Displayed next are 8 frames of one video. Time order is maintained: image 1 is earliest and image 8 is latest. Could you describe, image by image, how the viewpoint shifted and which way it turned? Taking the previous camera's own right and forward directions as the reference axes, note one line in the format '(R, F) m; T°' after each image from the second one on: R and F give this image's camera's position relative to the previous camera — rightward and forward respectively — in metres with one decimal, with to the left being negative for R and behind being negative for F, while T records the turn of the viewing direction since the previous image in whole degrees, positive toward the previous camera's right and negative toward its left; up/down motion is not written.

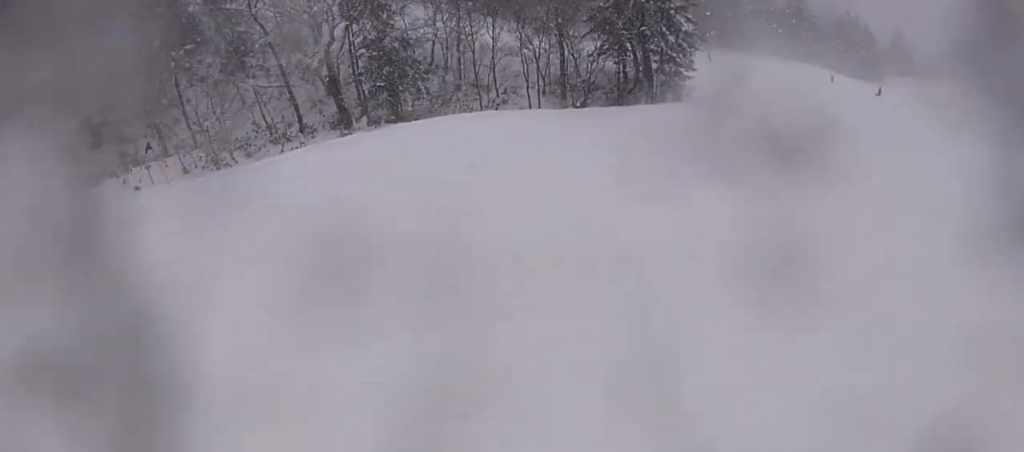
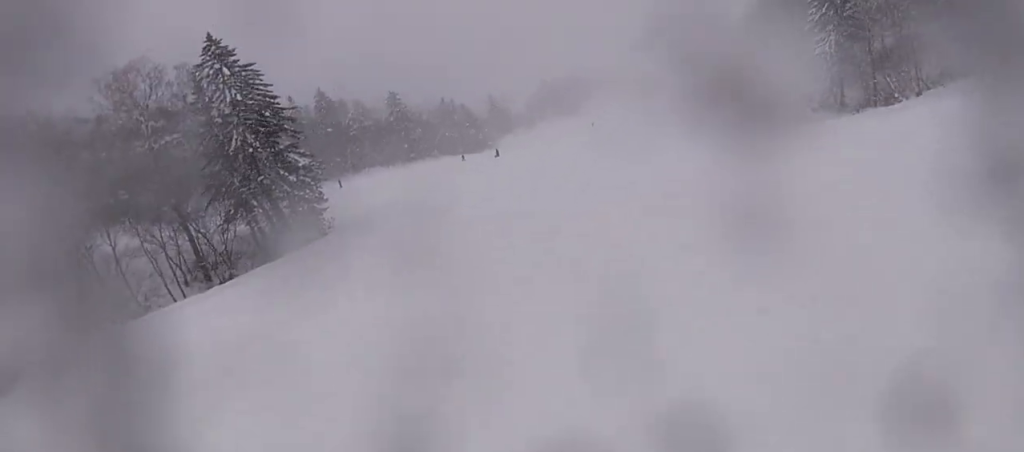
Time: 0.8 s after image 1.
(+0.9, +2.2) m; +37°
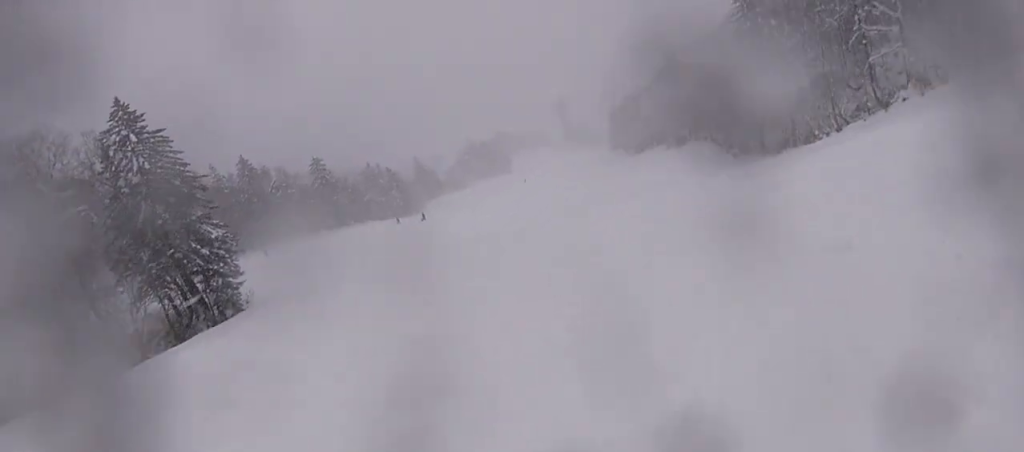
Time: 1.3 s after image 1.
(+1.1, +1.9) m; +17°
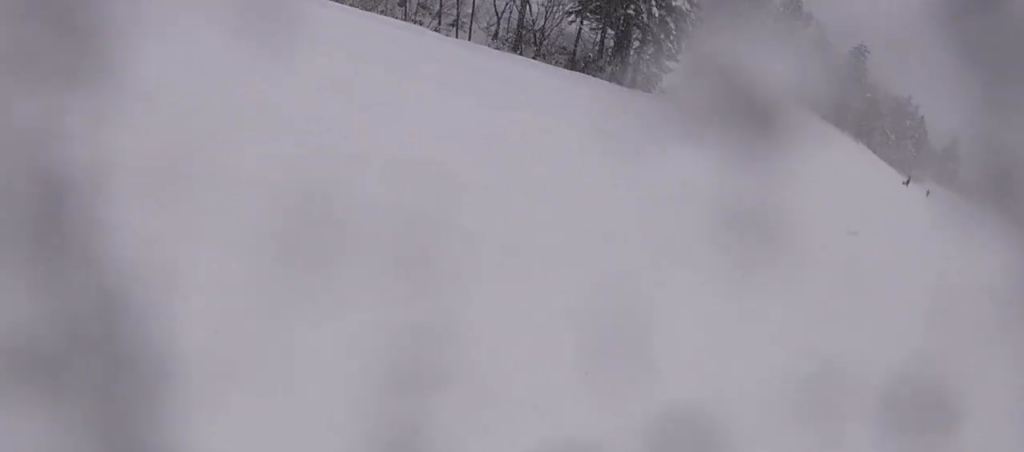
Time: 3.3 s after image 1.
(-2.4, +7.9) m; -55°
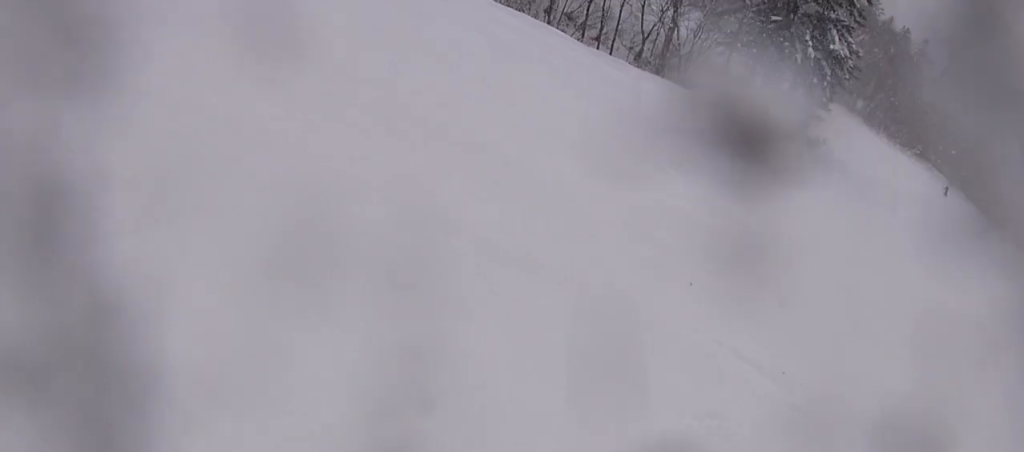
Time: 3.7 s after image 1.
(-0.4, +1.3) m; -13°
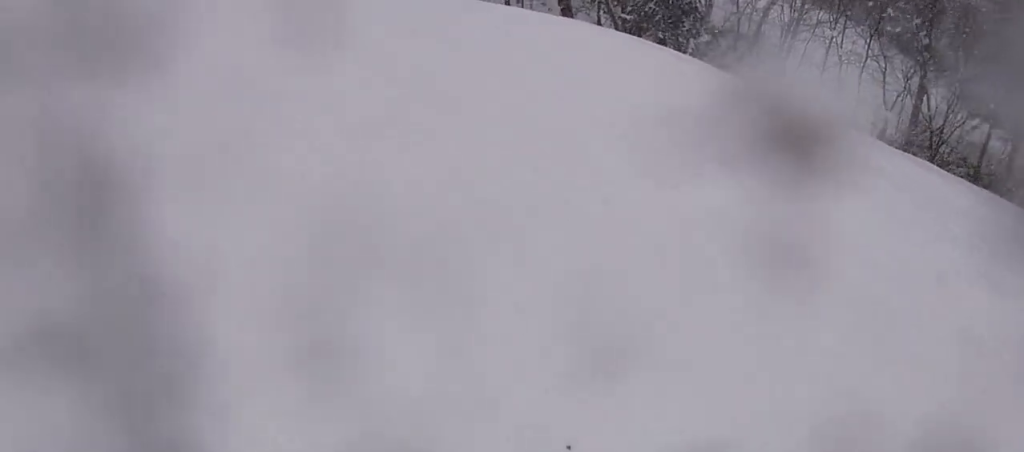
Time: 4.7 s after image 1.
(-1.1, +3.4) m; -22°
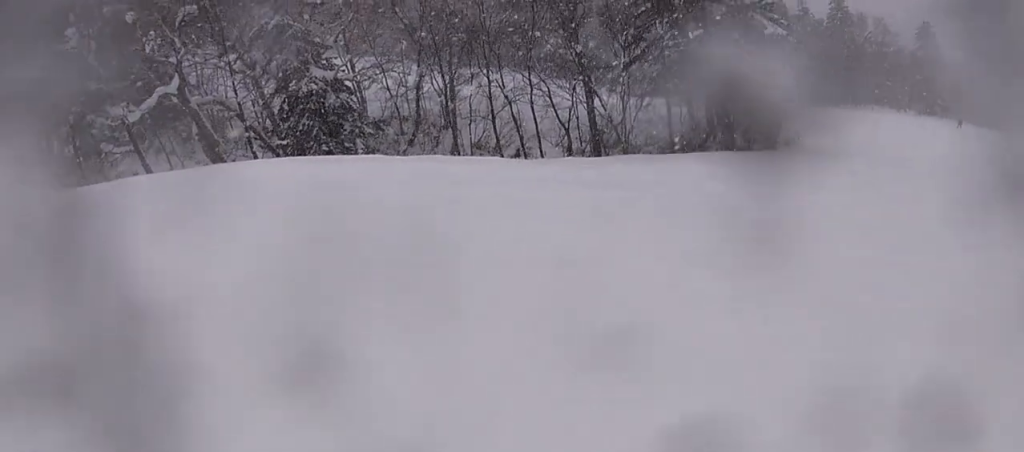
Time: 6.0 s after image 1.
(-0.3, +5.0) m; +9°
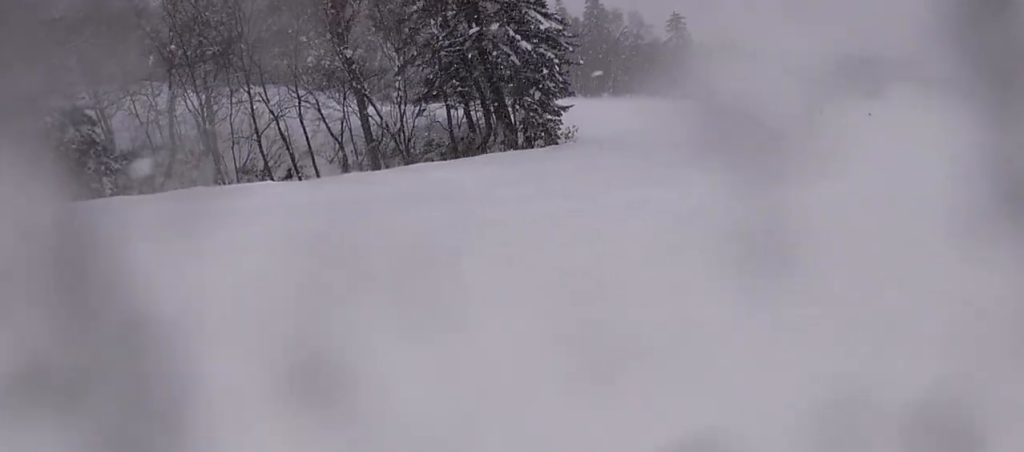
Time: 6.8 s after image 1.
(+0.4, +2.6) m; +21°
